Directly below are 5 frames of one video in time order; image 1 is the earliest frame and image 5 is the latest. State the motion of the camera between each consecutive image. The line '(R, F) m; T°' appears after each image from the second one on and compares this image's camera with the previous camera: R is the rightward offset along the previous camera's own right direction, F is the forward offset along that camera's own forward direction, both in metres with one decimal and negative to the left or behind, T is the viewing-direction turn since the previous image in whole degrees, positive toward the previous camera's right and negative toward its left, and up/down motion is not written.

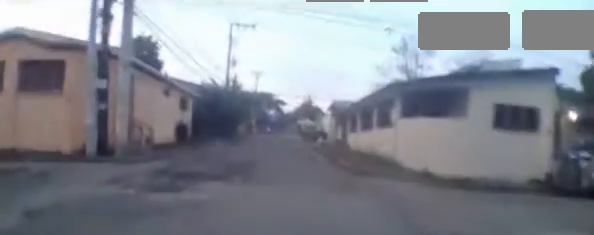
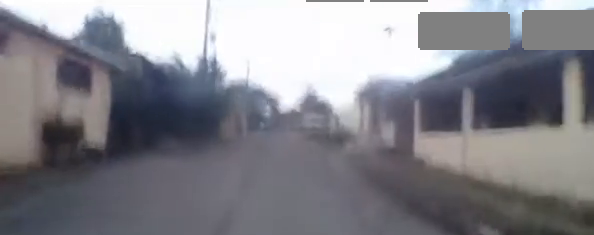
(+1.2, +11.1) m; +3°
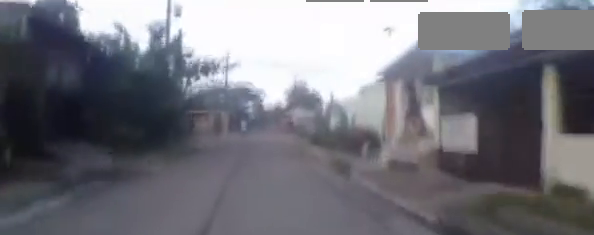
(-0.1, +6.2) m; -1°
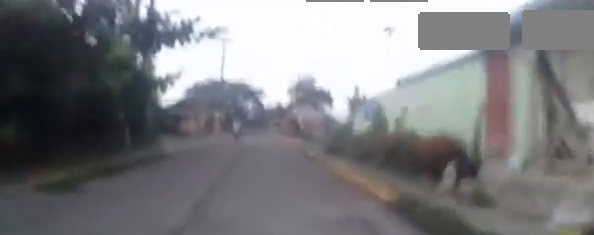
(0.0, +5.8) m; 0°
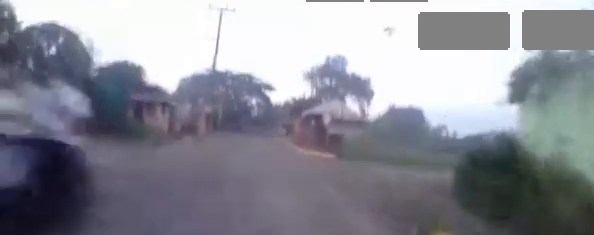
(+0.2, +10.8) m; +4°
